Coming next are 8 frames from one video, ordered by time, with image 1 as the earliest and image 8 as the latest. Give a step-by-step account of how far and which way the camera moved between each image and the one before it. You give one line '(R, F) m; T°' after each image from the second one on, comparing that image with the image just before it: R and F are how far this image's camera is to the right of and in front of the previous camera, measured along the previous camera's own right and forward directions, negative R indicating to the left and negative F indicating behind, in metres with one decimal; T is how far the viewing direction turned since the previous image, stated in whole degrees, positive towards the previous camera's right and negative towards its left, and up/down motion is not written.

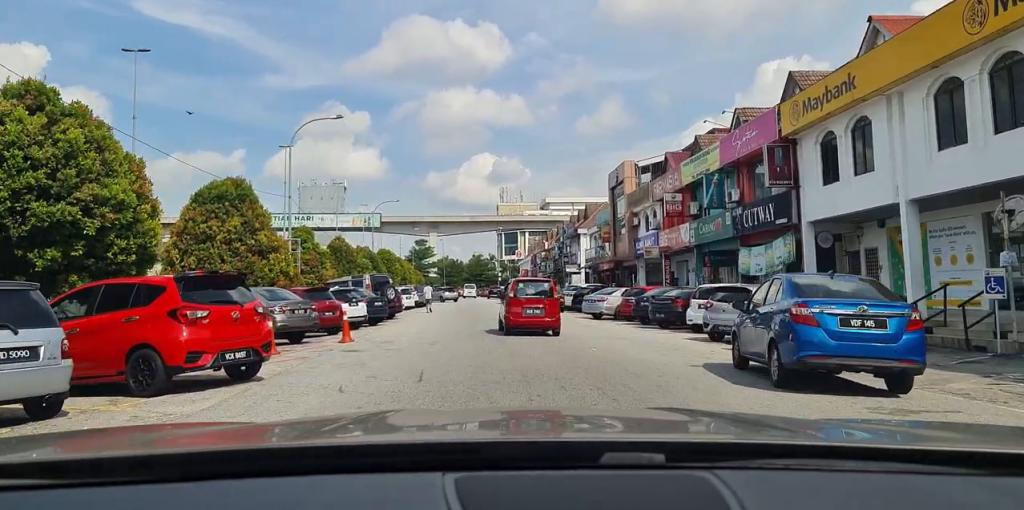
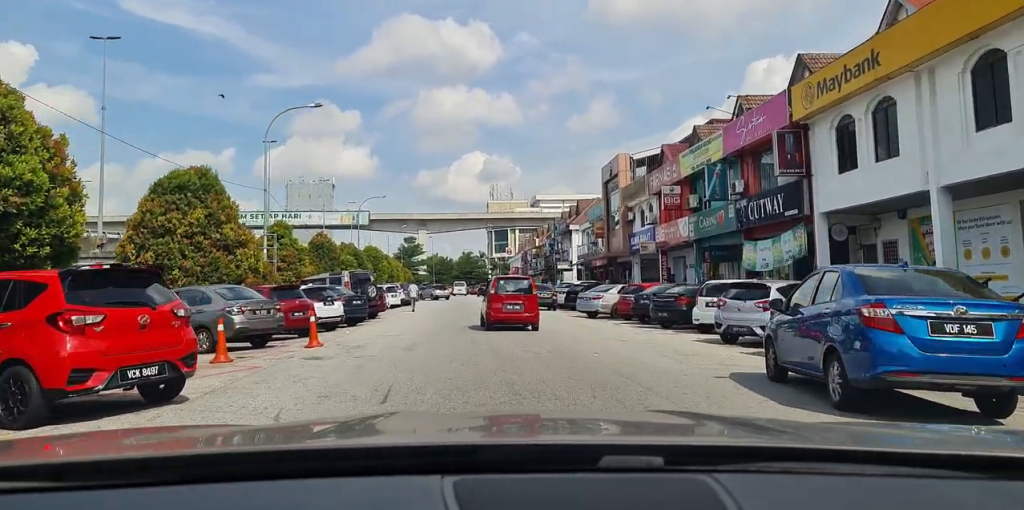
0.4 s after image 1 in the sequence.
(0.0, +2.4) m; 0°
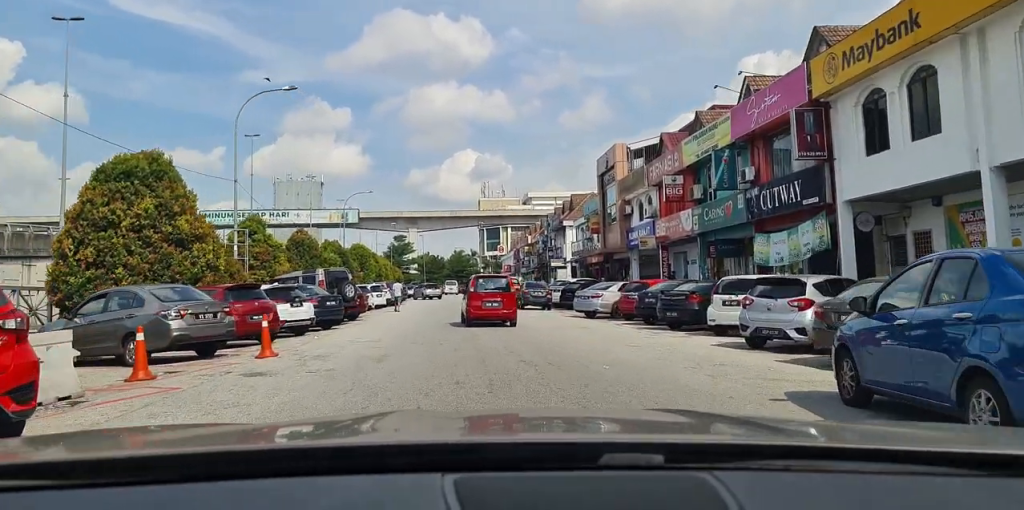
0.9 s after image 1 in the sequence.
(-0.2, +2.9) m; 0°
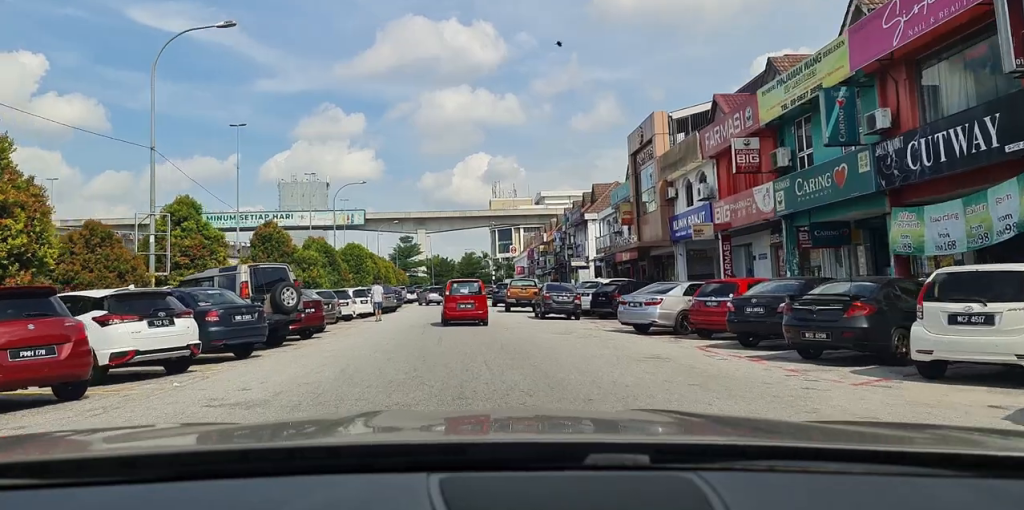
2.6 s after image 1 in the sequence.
(+0.1, +9.1) m; -2°
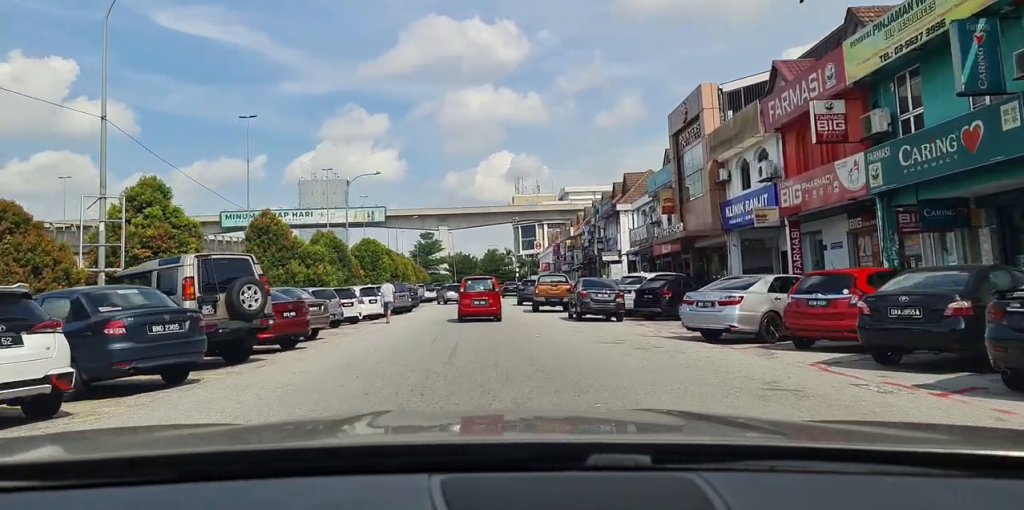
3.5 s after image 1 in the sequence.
(-0.3, +4.8) m; -3°
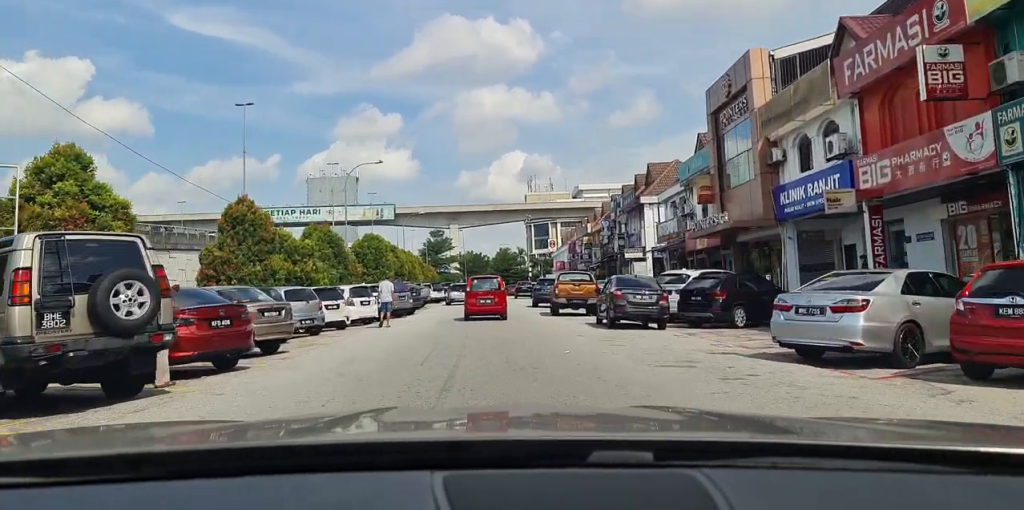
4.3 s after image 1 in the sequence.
(0.0, +4.7) m; 0°
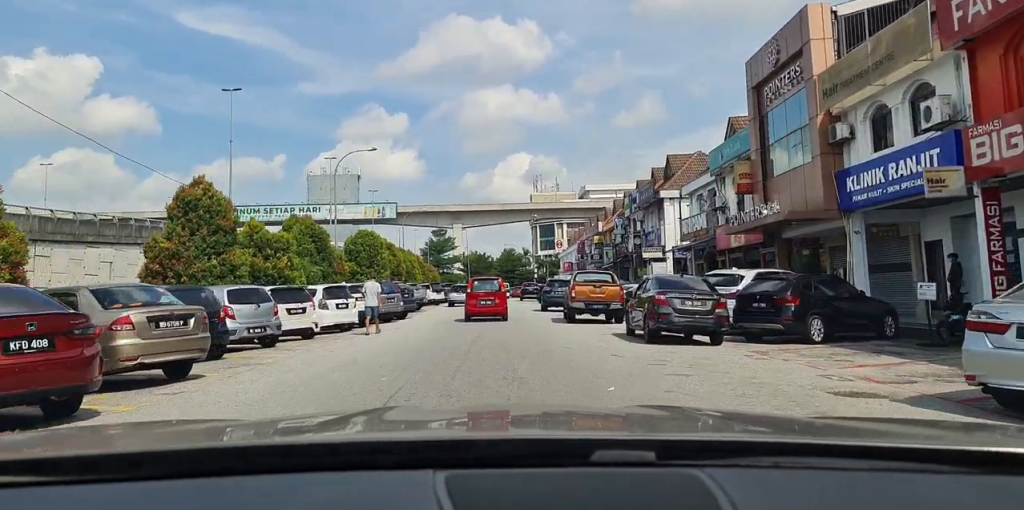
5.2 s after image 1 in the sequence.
(0.0, +4.7) m; 0°
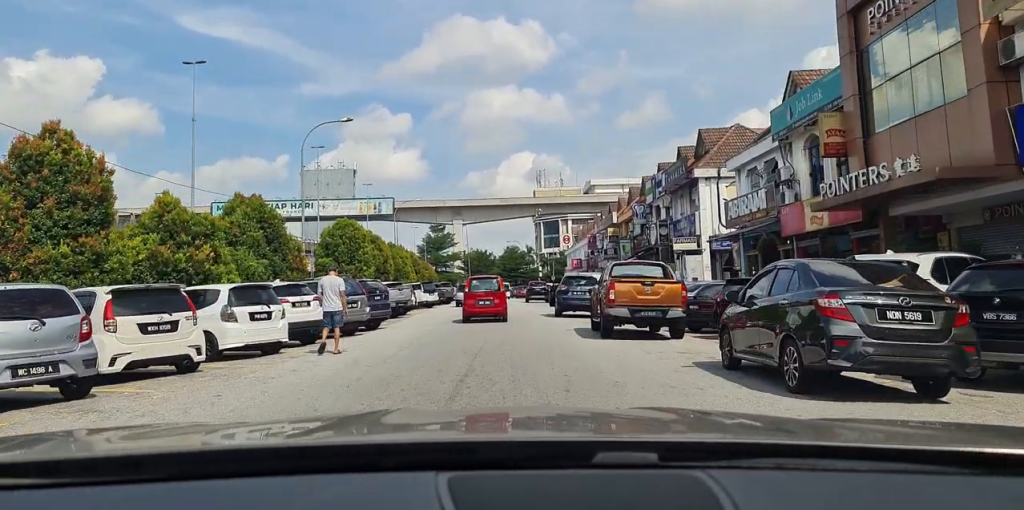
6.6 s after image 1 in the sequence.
(0.0, +7.4) m; 0°
